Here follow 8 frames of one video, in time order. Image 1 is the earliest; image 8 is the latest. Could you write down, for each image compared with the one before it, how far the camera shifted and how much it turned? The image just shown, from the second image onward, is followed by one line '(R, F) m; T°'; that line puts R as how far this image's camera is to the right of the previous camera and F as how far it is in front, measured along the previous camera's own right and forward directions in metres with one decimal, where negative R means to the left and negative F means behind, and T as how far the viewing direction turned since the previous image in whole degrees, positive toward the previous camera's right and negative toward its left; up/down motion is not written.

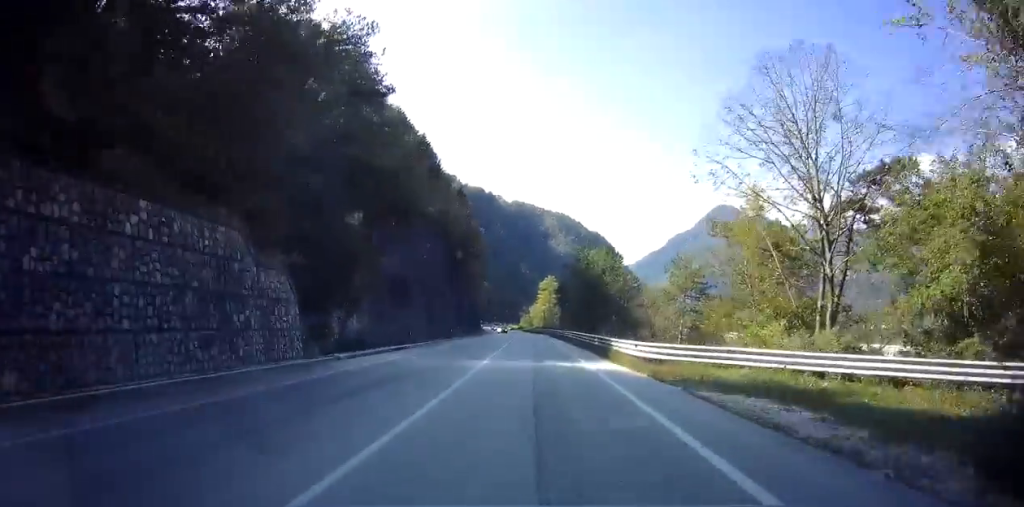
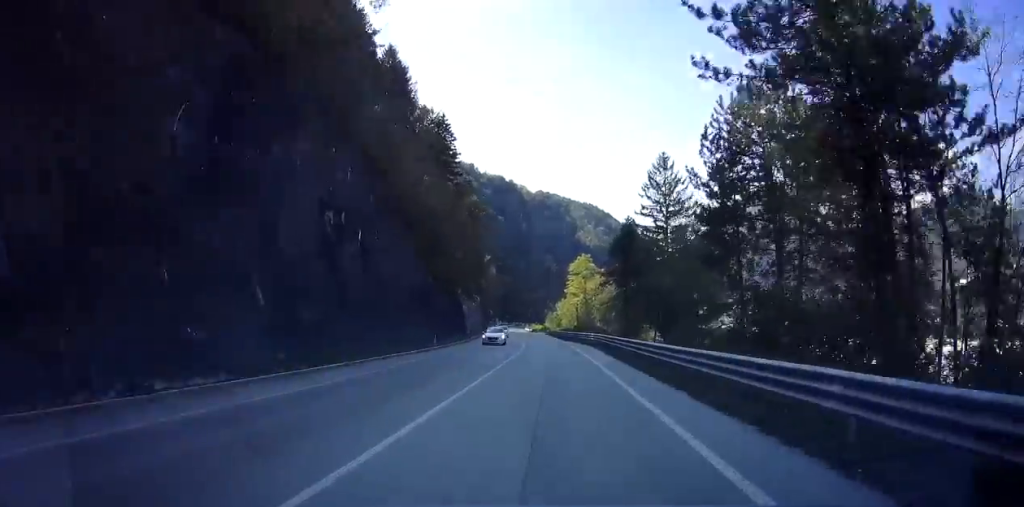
(-1.3, +52.2) m; -2°
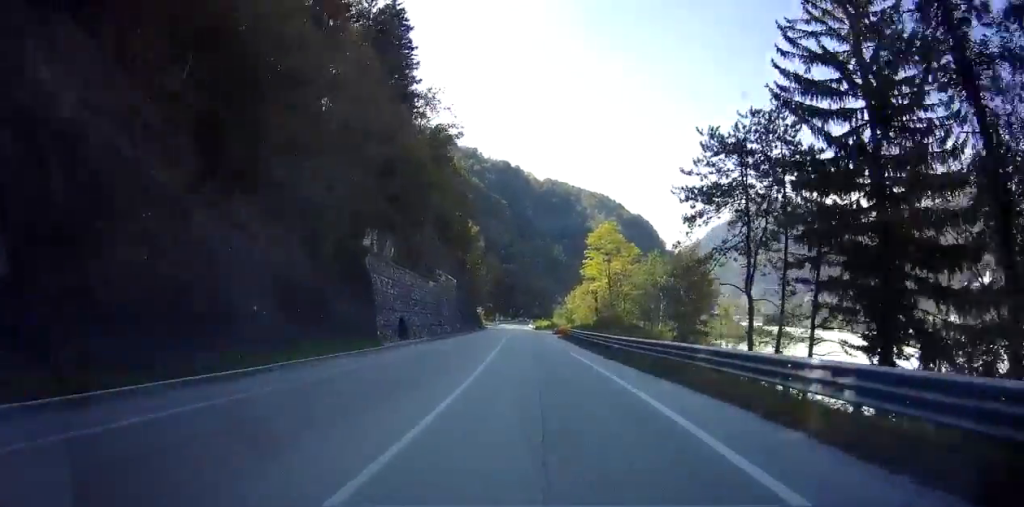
(-1.2, +34.9) m; -4°
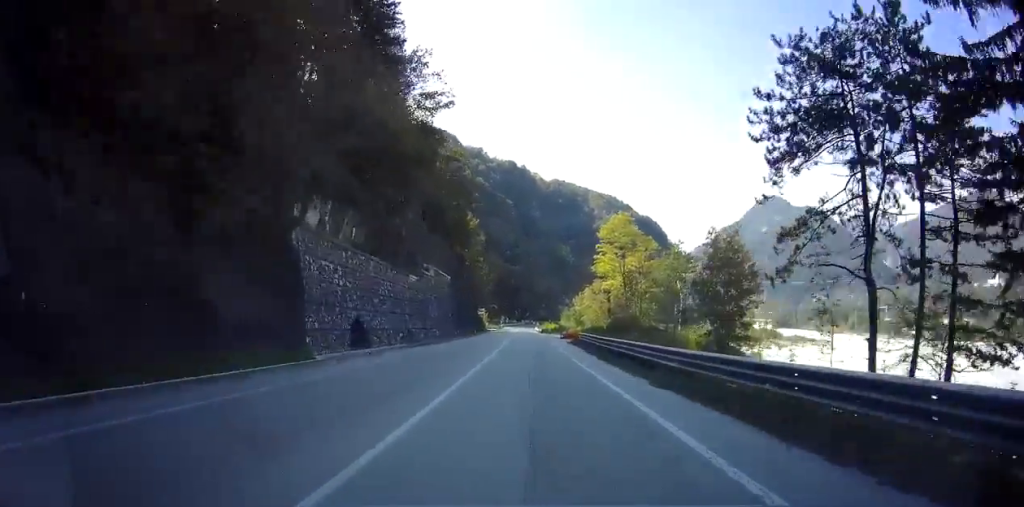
(0.0, +9.5) m; -1°
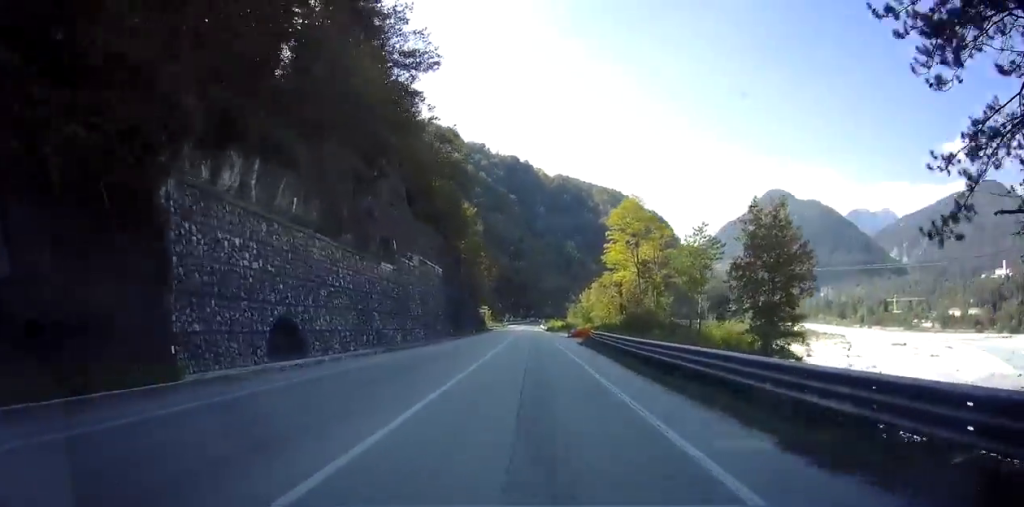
(-0.2, +8.8) m; 0°
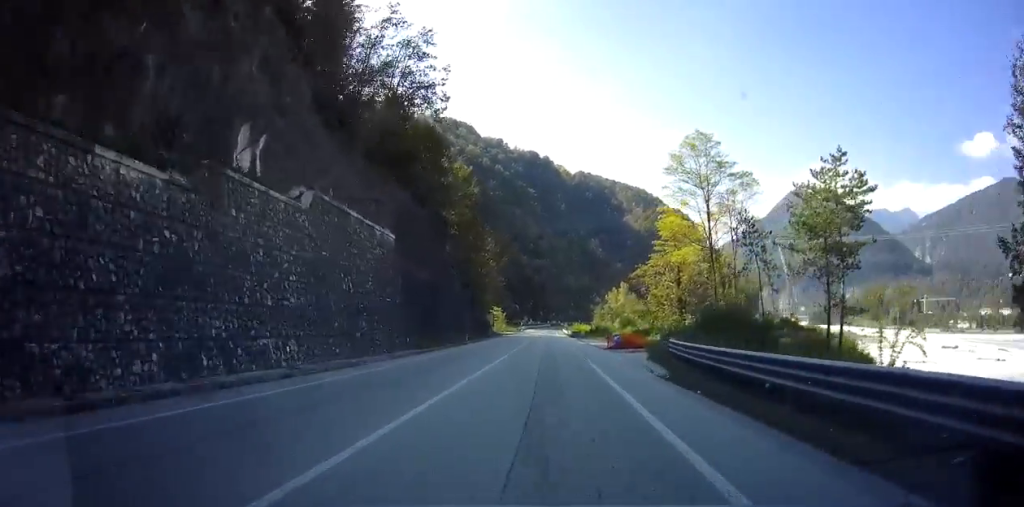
(0.0, +24.0) m; 0°
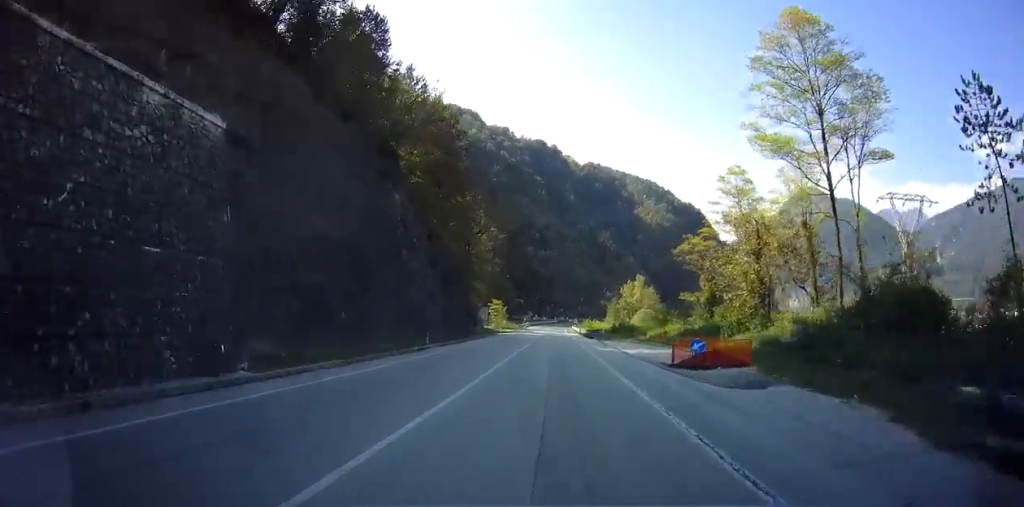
(0.0, +19.6) m; 0°
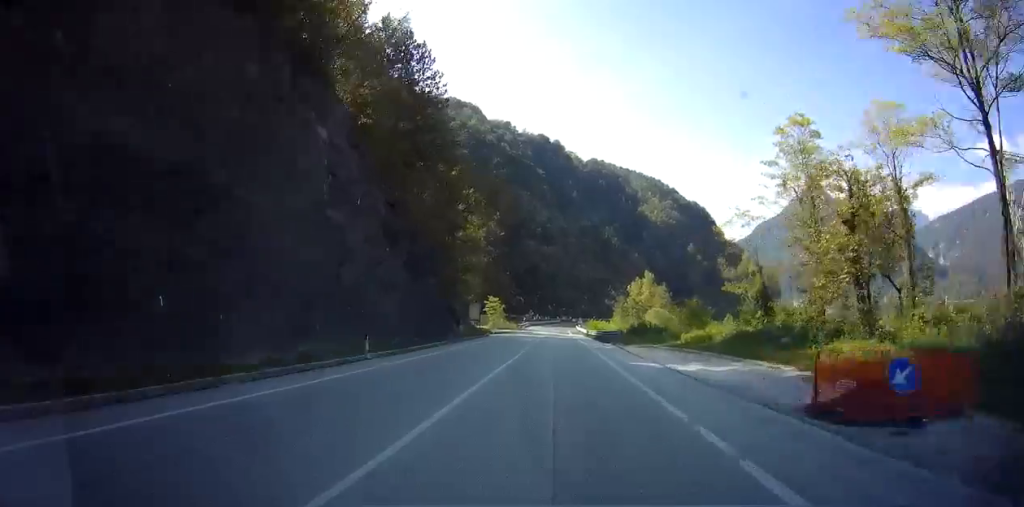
(-0.2, +11.6) m; 0°
